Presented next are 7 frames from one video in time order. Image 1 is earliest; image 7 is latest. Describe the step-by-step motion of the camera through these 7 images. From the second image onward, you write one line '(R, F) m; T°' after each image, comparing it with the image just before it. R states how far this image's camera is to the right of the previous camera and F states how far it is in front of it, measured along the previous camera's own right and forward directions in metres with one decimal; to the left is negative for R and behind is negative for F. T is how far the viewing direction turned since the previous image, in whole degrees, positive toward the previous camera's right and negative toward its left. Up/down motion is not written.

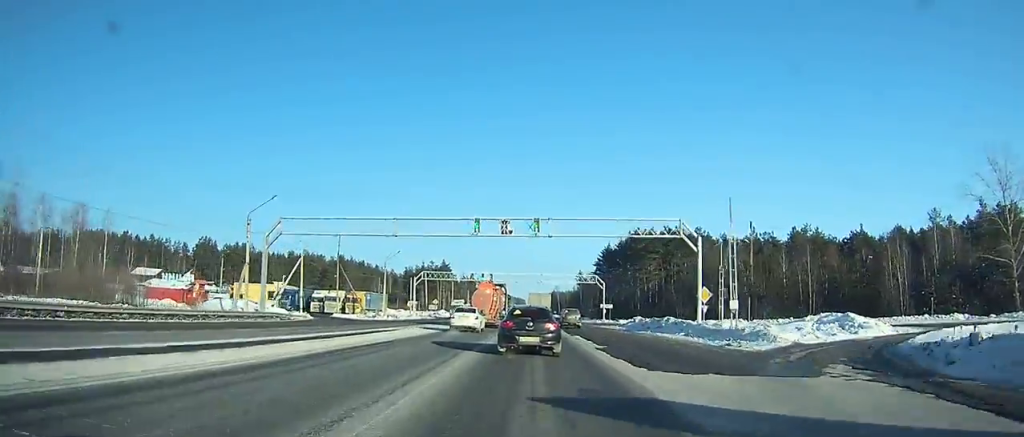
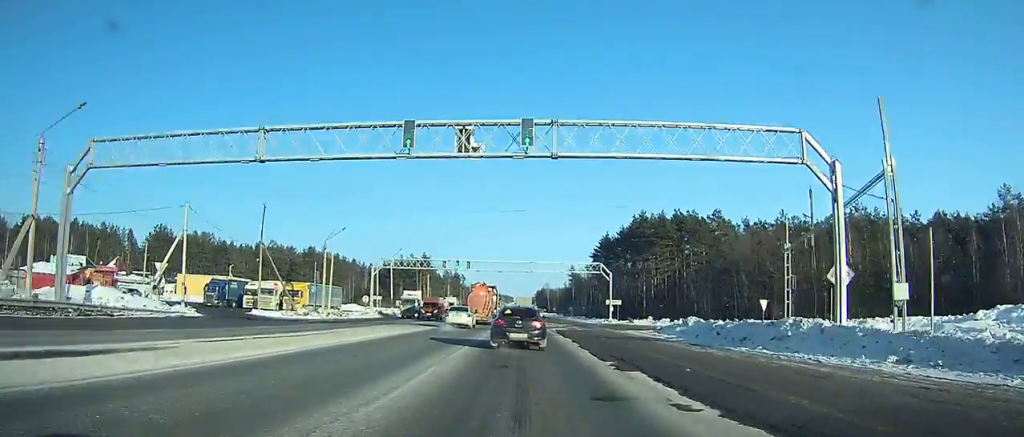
(+0.3, +25.7) m; +1°
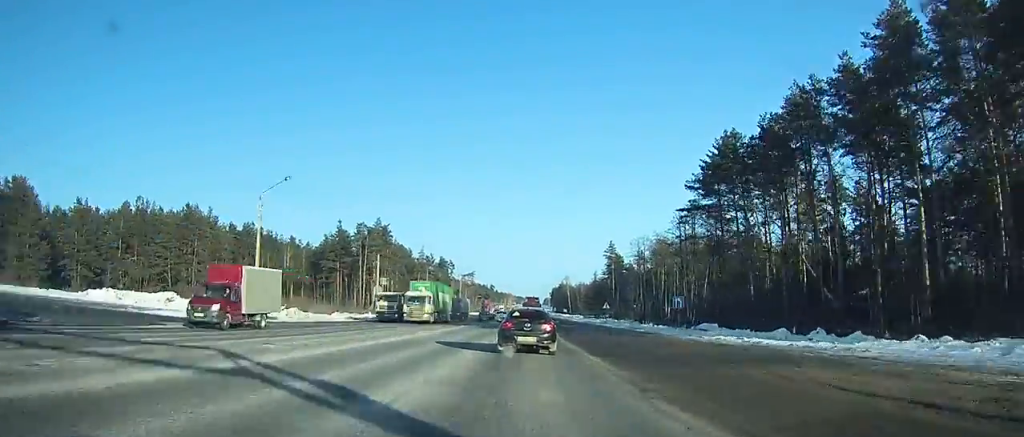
(-1.6, +96.0) m; -3°
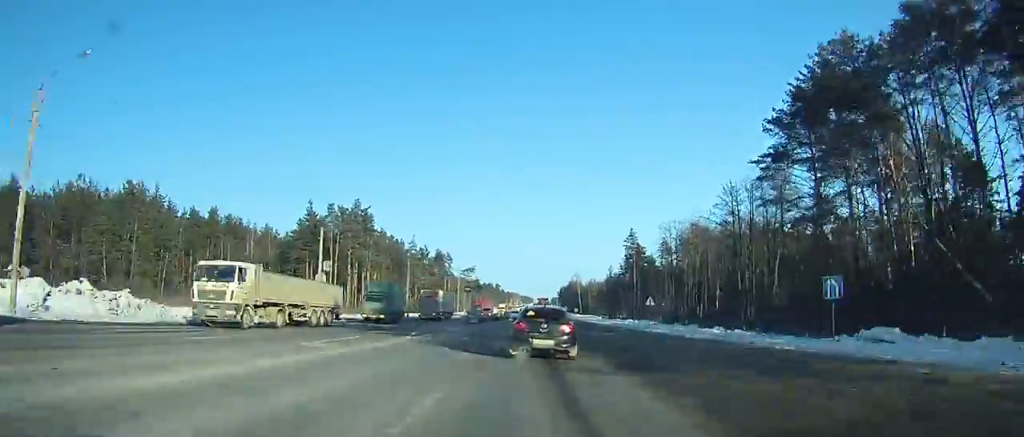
(-0.4, +27.6) m; 0°
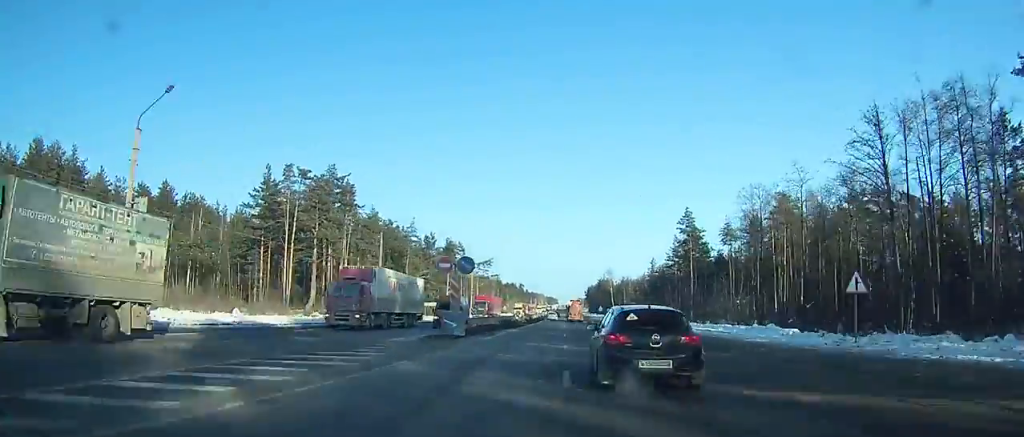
(-0.2, +32.8) m; 0°
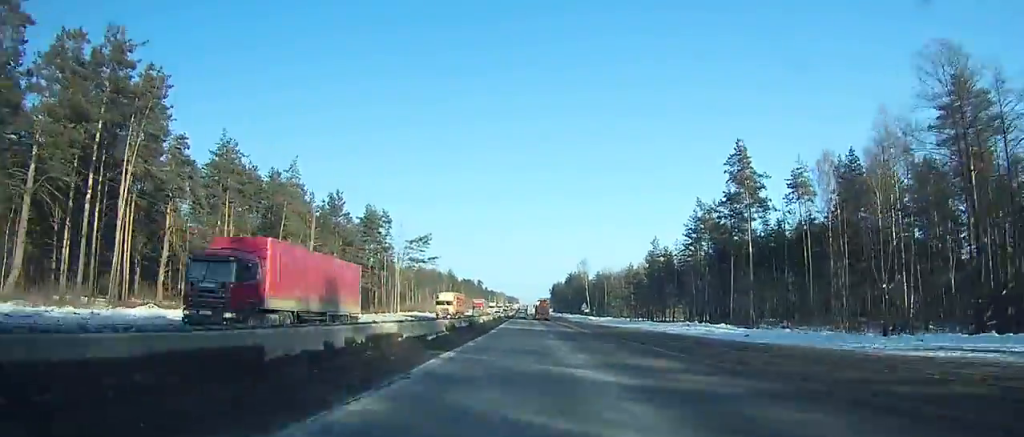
(+0.6, +49.8) m; +2°
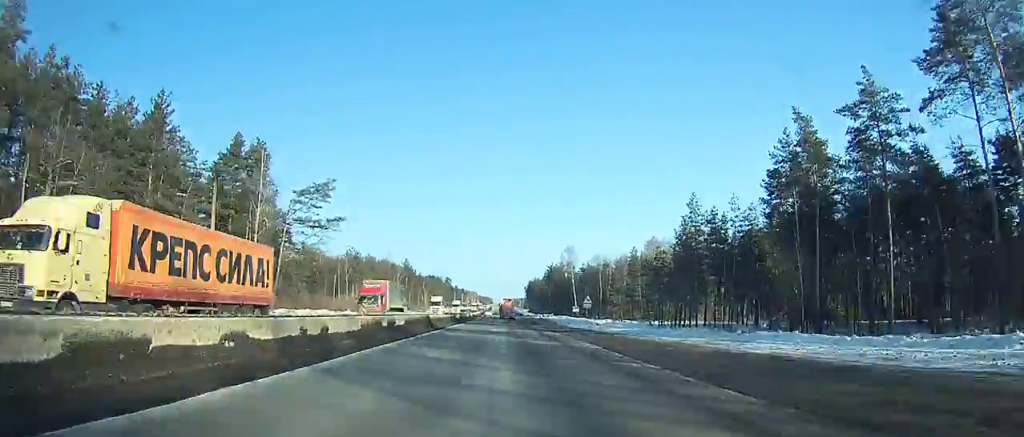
(+1.2, +46.5) m; +1°
